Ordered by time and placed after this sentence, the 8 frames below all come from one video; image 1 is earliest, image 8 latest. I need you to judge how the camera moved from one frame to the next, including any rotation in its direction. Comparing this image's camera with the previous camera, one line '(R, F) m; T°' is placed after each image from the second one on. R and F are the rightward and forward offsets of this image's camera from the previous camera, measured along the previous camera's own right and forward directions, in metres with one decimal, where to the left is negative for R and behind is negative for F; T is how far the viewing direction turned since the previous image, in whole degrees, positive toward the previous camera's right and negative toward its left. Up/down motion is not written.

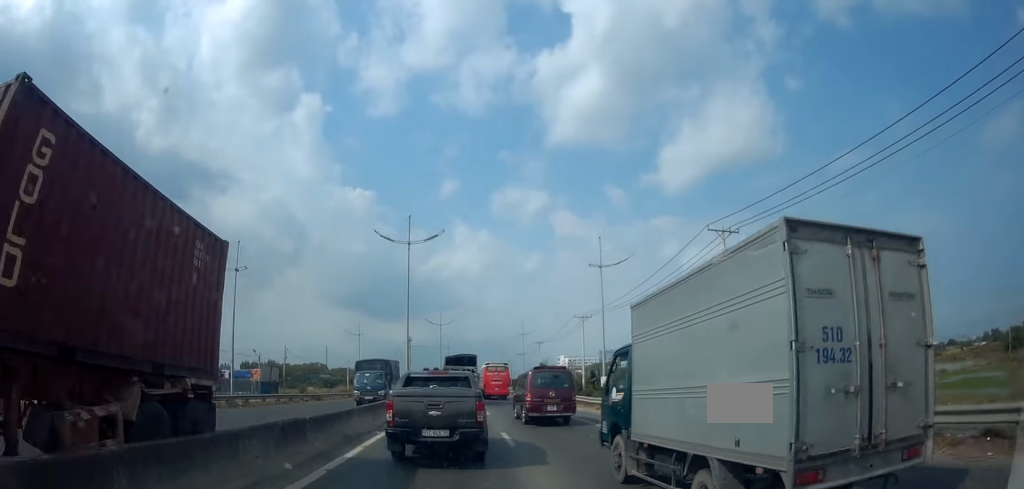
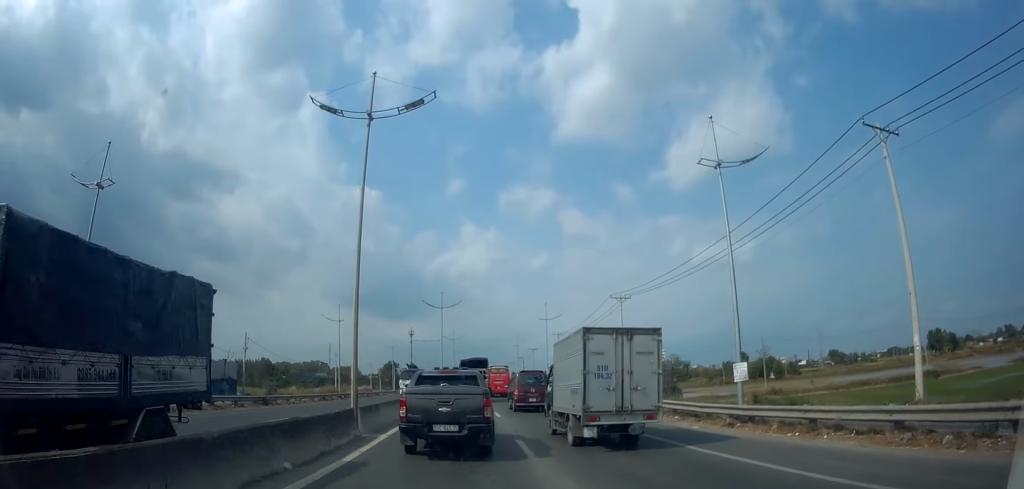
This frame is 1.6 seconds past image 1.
(0.0, +15.1) m; 0°
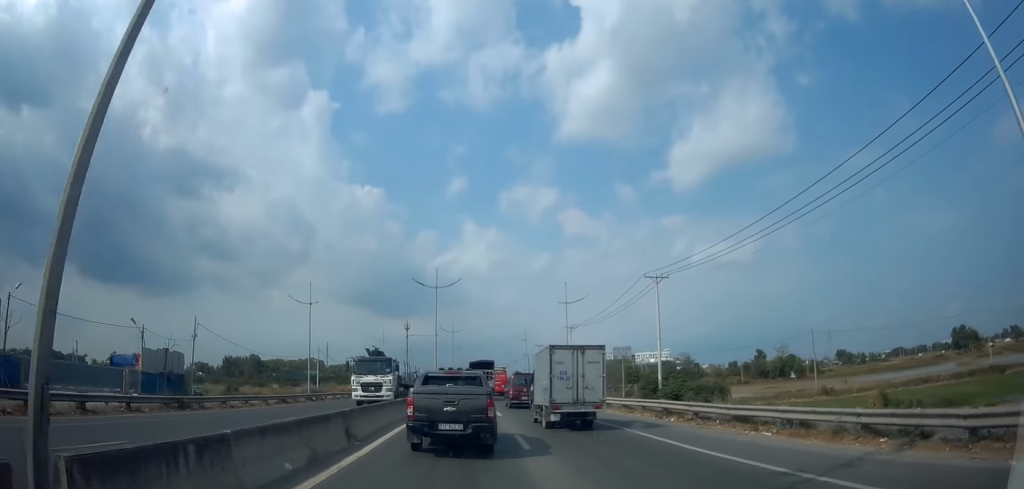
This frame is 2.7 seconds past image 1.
(0.0, +10.8) m; -1°
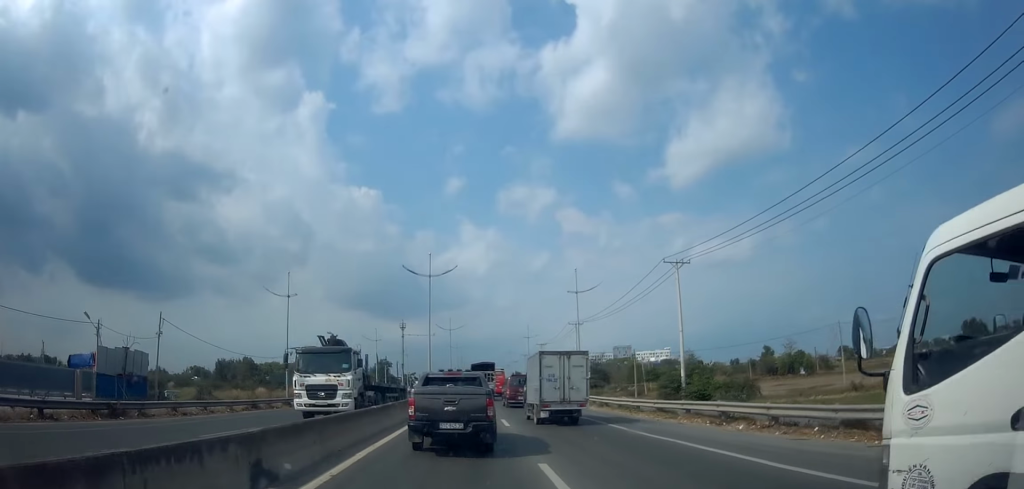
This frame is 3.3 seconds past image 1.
(0.0, +5.3) m; 0°
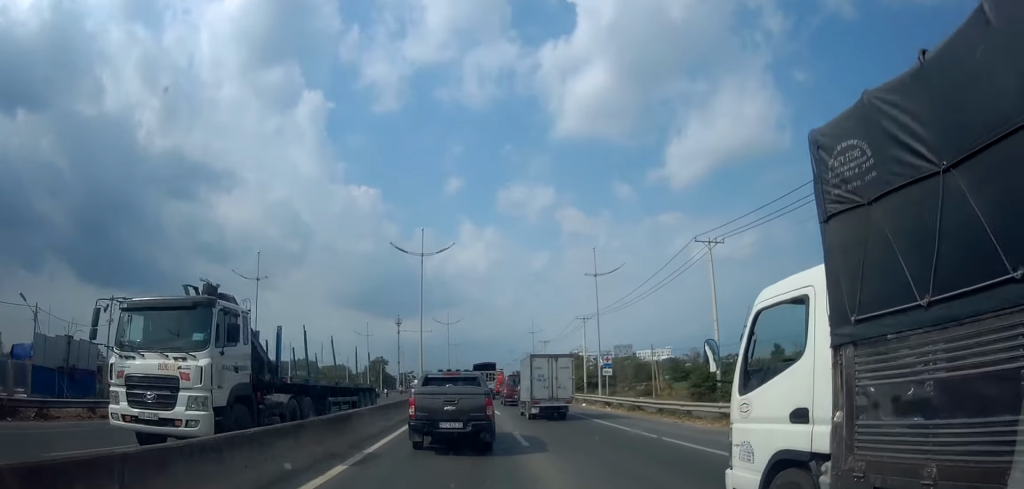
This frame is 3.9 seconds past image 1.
(0.0, +6.1) m; 0°
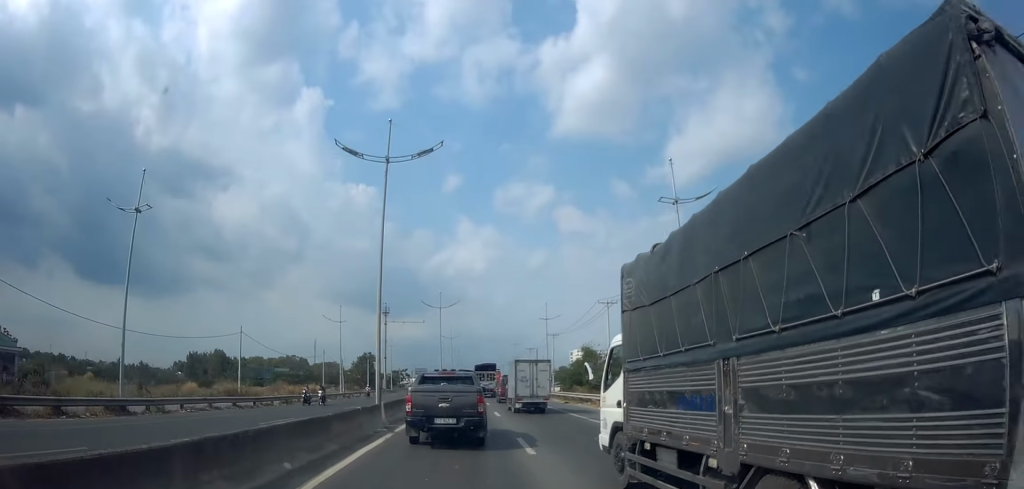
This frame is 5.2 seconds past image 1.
(0.0, +13.9) m; +4°
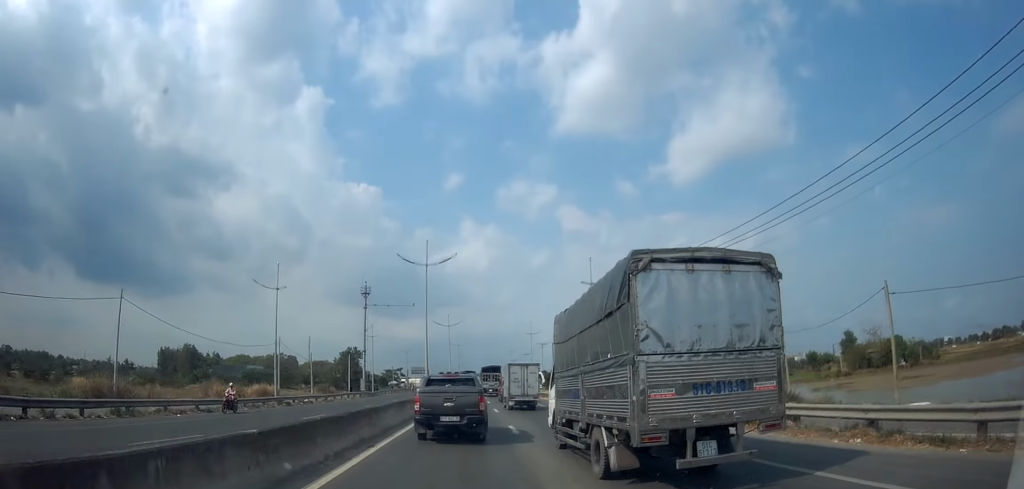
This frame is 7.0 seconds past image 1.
(+0.1, +20.2) m; -3°
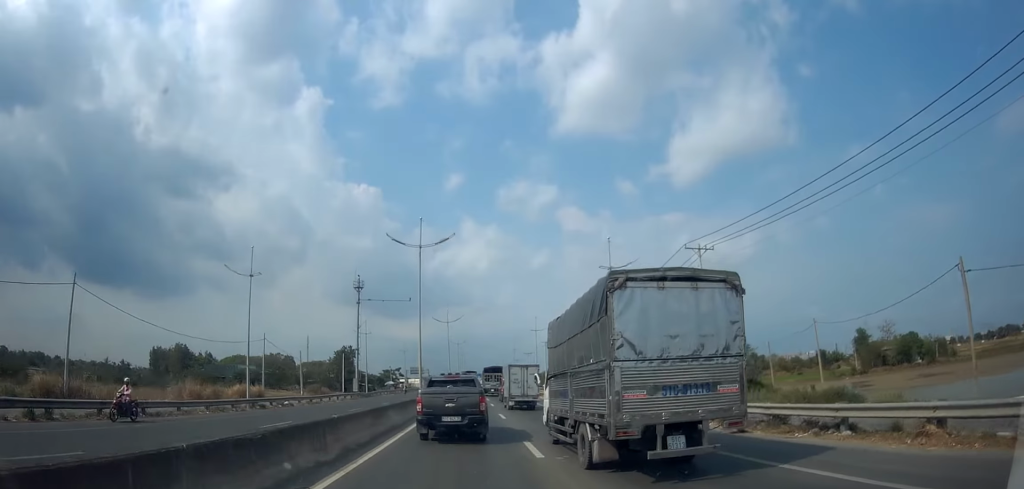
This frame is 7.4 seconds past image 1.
(-0.1, +5.0) m; -1°
